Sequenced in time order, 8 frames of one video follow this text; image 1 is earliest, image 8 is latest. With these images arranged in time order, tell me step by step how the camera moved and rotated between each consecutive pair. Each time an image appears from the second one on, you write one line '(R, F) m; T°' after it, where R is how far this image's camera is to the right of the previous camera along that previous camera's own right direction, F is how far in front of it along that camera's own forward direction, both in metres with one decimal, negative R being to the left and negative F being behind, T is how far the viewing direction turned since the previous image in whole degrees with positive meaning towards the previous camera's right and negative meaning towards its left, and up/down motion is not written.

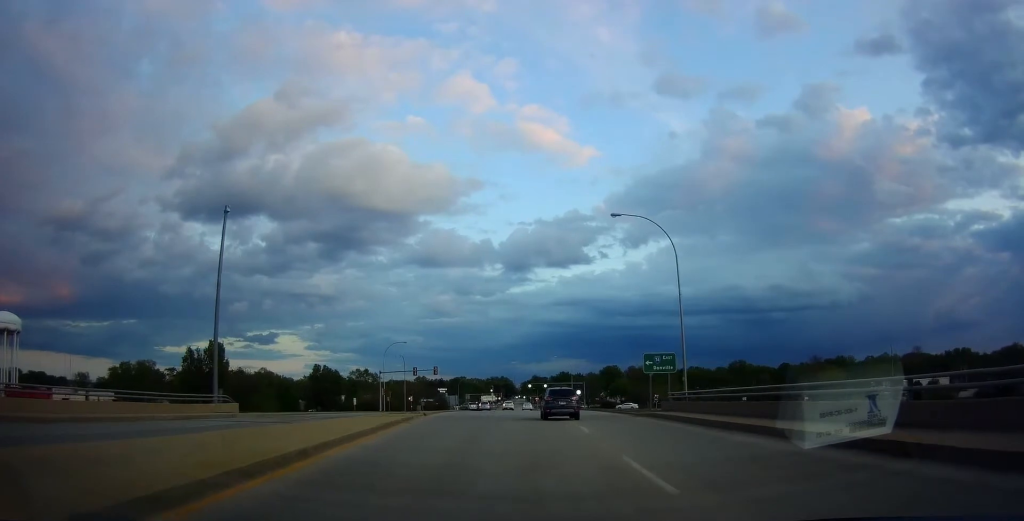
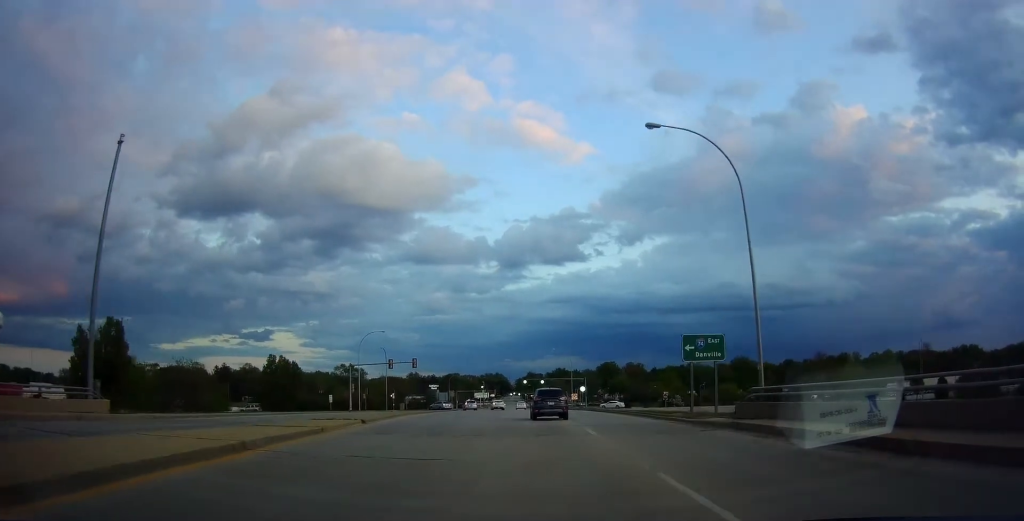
(0.0, +14.0) m; 0°
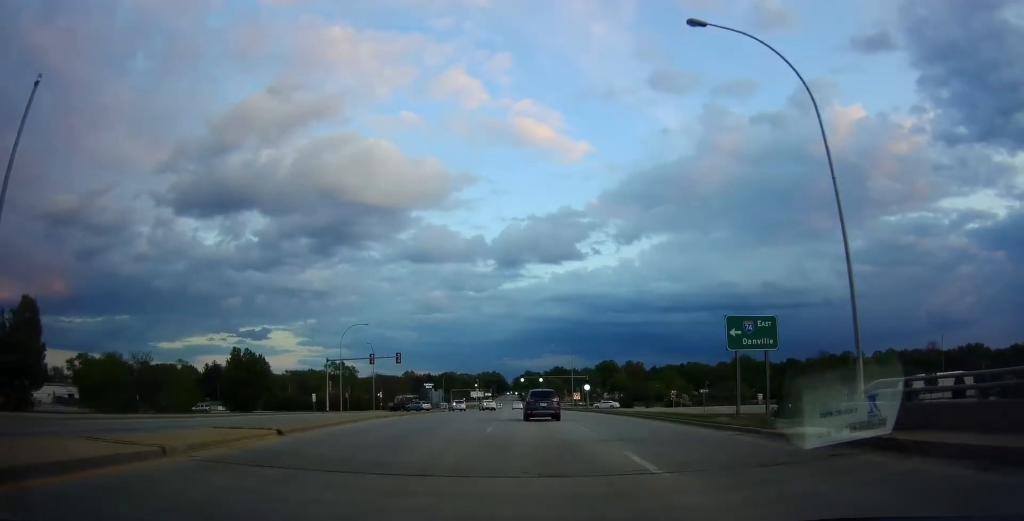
(0.0, +9.2) m; 0°
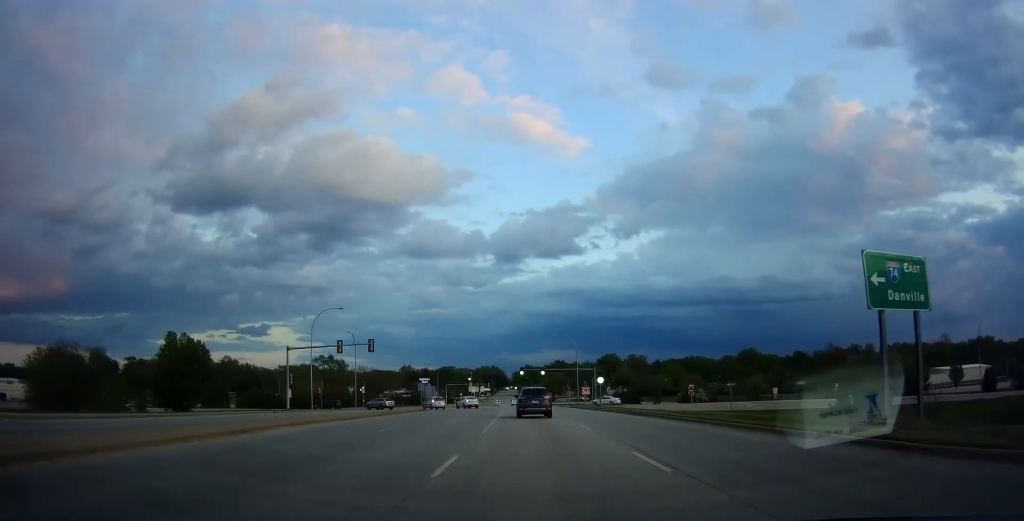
(0.0, +12.4) m; 0°
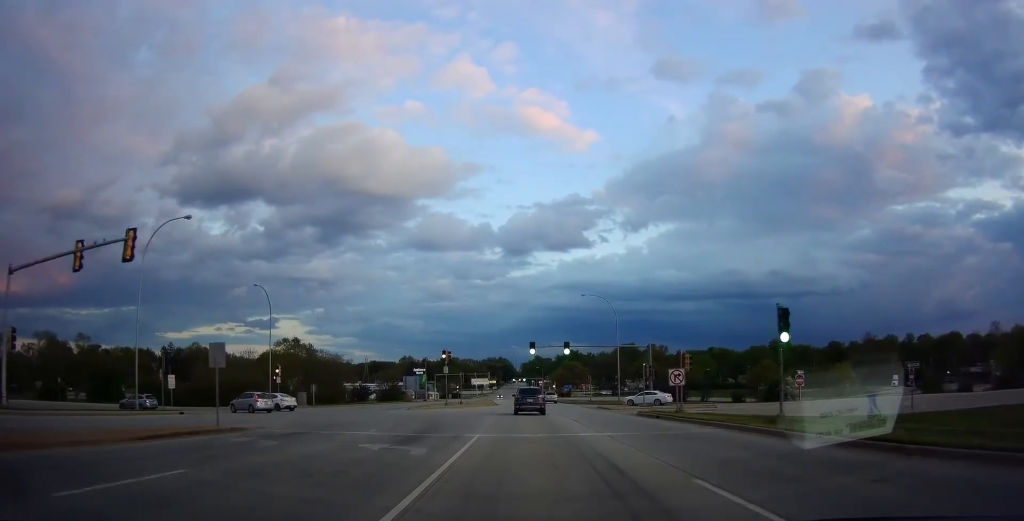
(0.0, +39.5) m; -1°
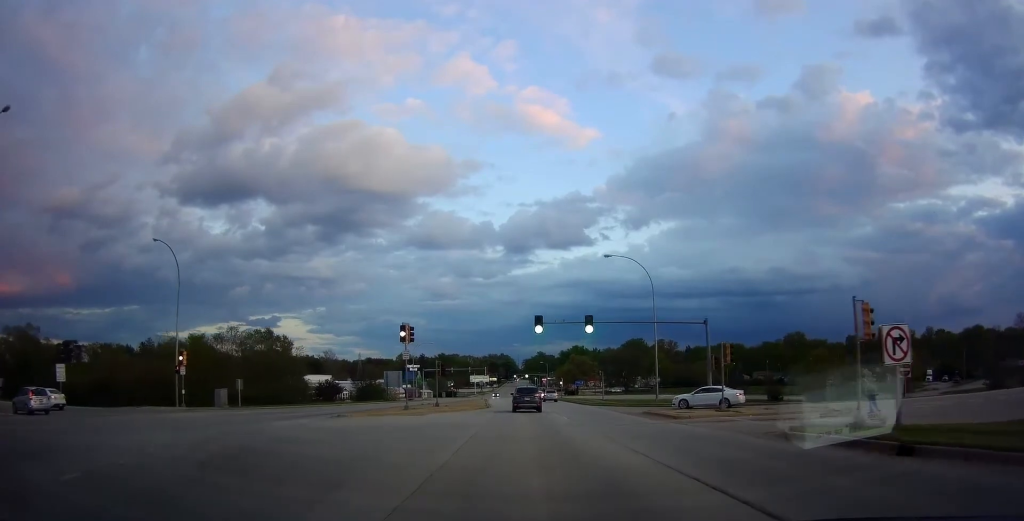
(-0.2, +18.5) m; -1°
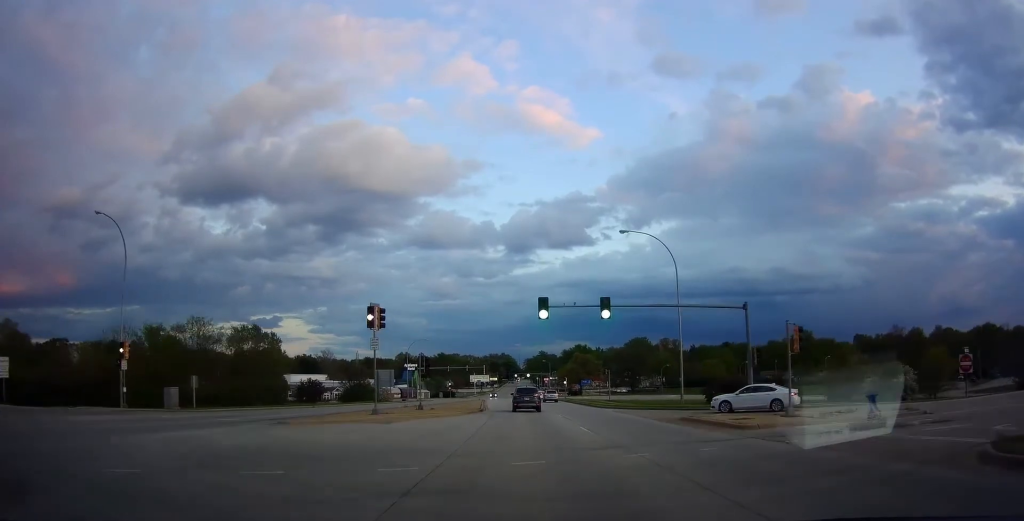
(0.0, +7.6) m; 0°
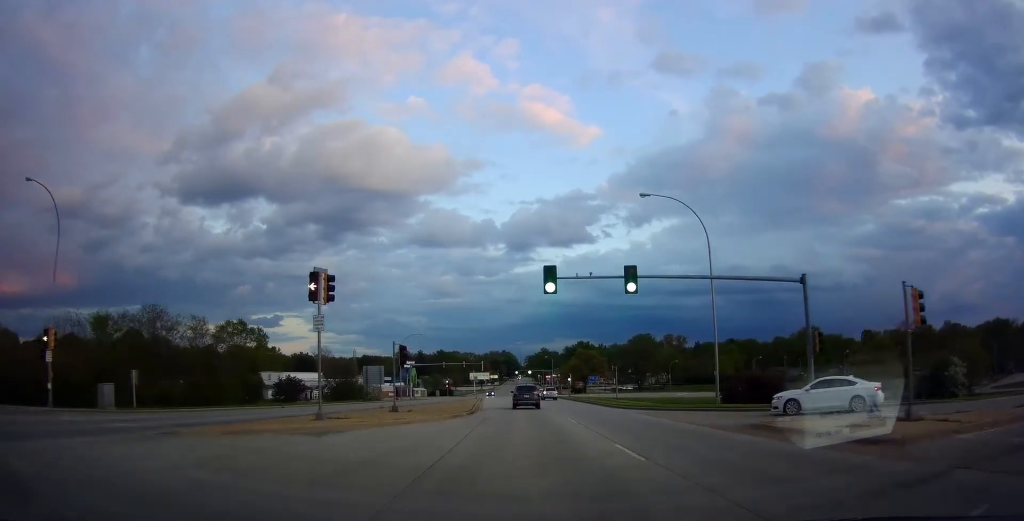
(+0.1, +6.3) m; 0°
